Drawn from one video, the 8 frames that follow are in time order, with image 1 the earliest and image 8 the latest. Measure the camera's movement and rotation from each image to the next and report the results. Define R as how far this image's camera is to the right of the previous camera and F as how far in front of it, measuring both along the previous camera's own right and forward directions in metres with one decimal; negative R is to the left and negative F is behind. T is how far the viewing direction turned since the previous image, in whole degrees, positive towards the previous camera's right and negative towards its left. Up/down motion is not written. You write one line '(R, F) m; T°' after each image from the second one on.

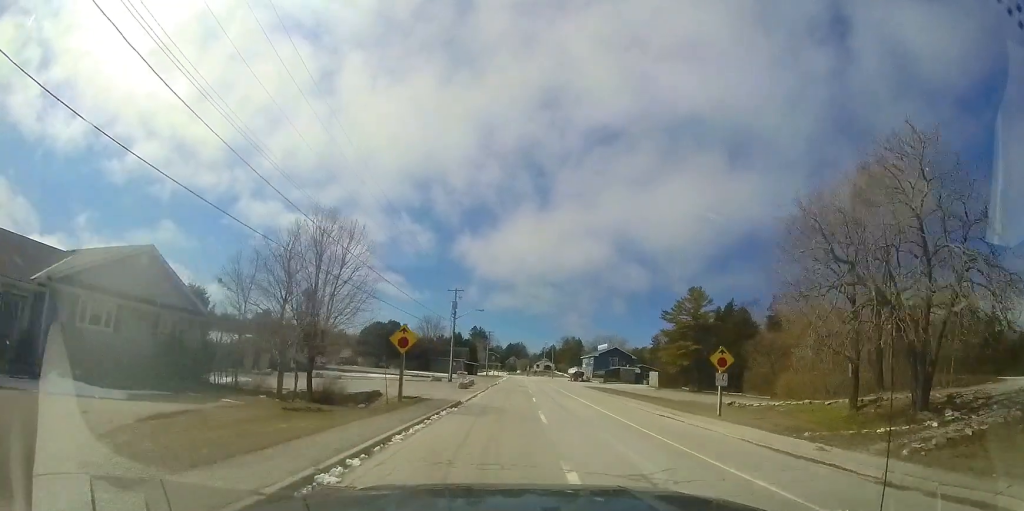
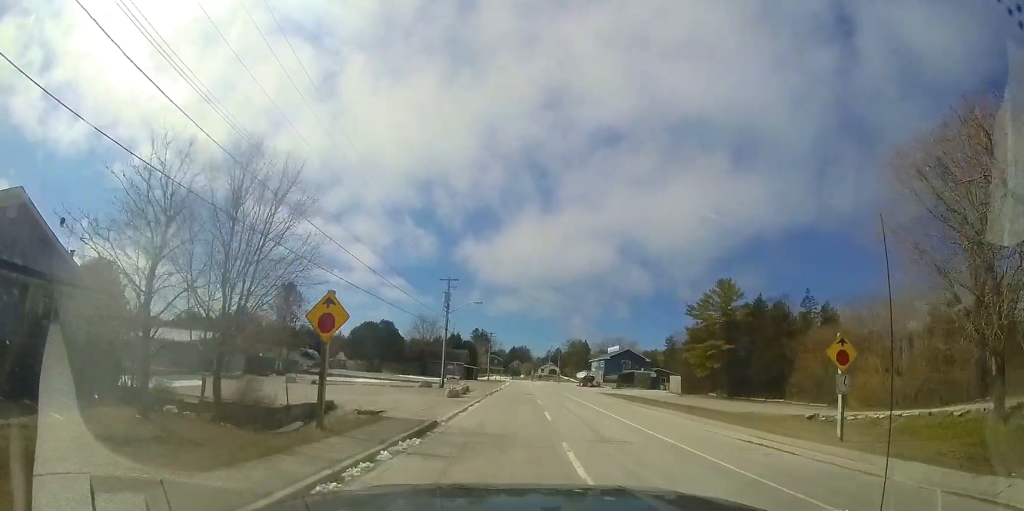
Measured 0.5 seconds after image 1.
(+0.1, +7.0) m; 0°
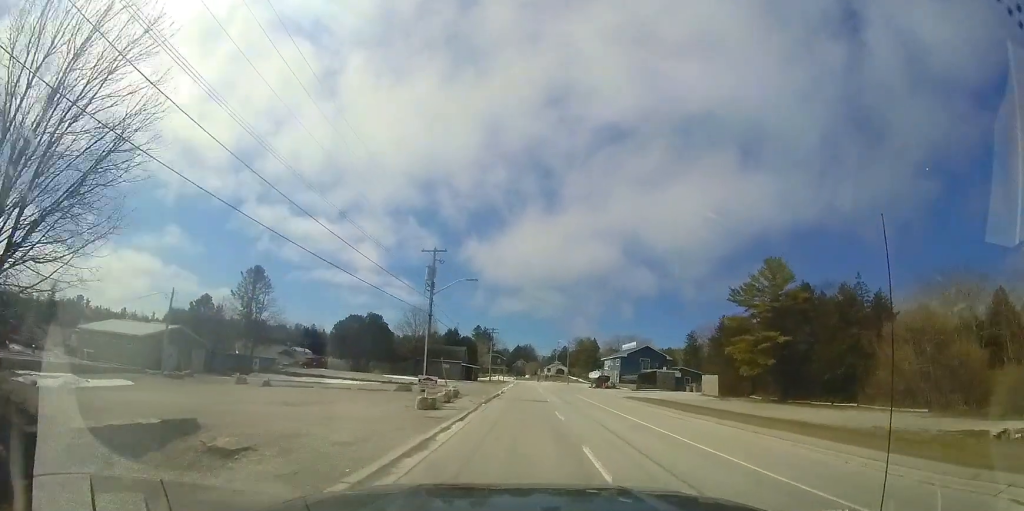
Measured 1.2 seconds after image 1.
(0.0, +8.7) m; 0°
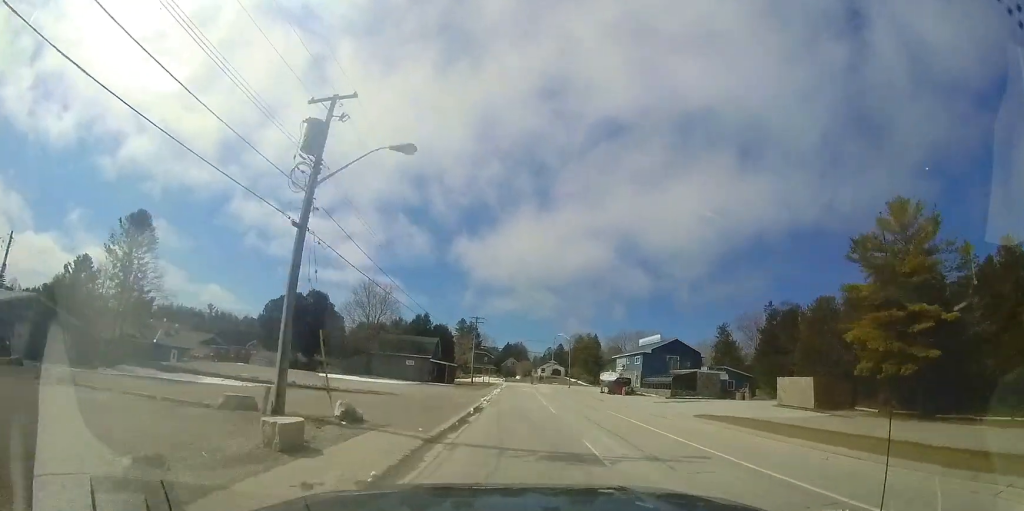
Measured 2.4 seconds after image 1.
(-0.1, +16.4) m; 0°
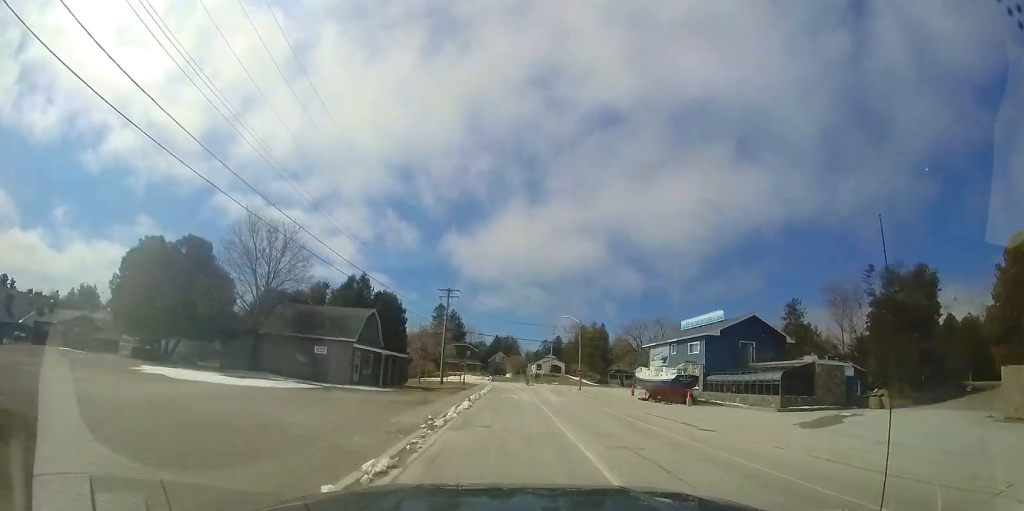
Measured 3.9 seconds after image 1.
(+0.1, +20.0) m; +2°
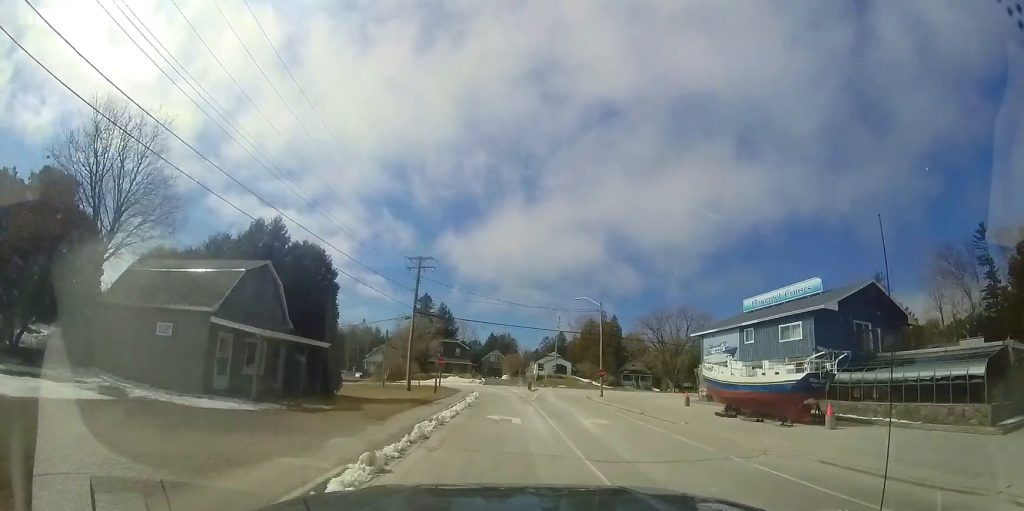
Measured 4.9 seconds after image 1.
(+0.3, +13.4) m; -2°
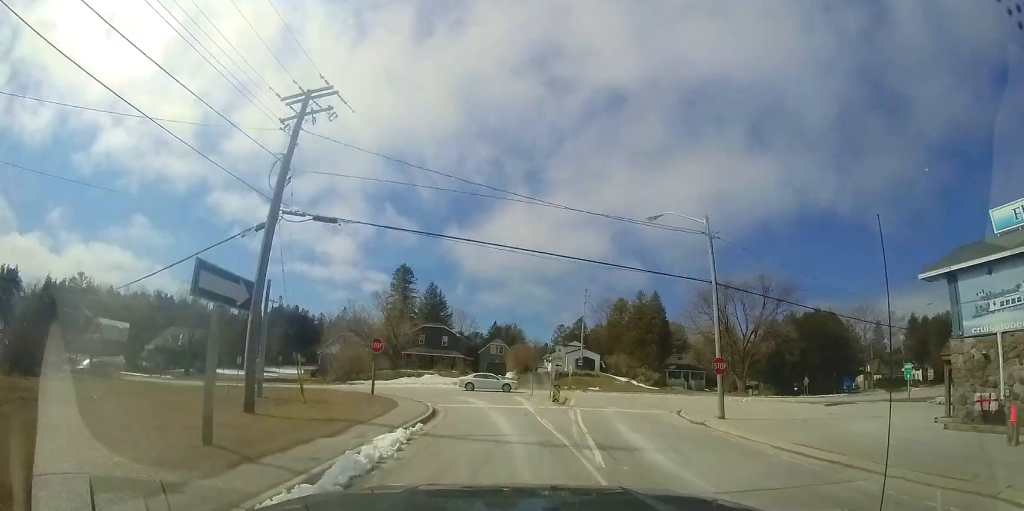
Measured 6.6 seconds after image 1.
(-1.5, +20.6) m; -3°
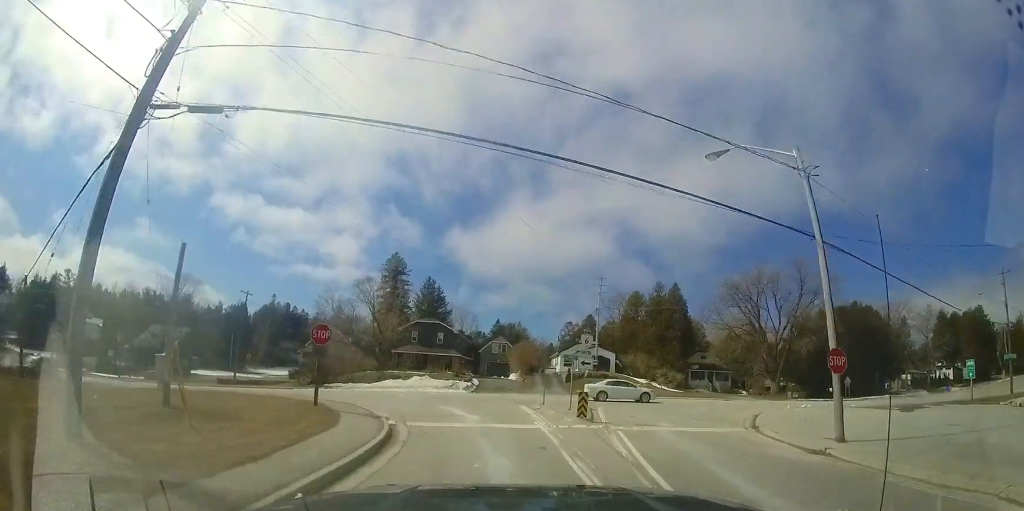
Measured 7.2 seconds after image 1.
(+0.2, +6.3) m; +2°
